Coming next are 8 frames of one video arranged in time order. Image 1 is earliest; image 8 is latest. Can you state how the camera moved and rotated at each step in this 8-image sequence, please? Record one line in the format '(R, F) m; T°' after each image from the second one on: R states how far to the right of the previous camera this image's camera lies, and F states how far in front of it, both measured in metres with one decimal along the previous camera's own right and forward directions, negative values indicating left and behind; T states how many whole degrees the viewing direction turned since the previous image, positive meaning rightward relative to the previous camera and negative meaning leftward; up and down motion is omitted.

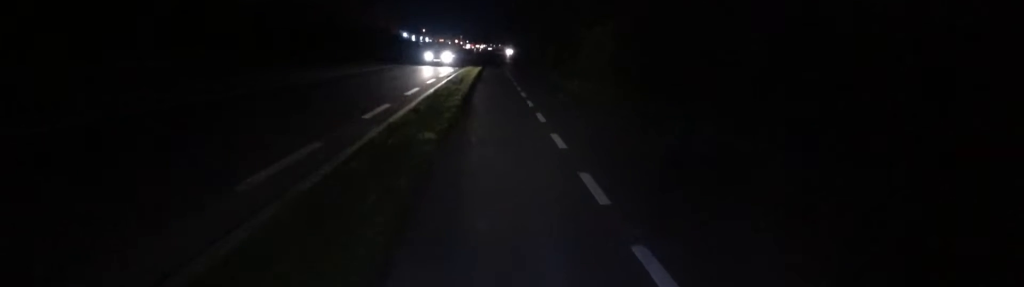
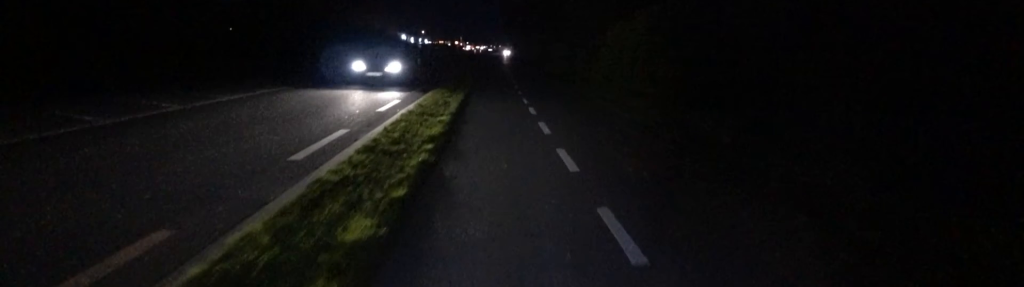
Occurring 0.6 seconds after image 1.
(+0.6, +2.6) m; 0°
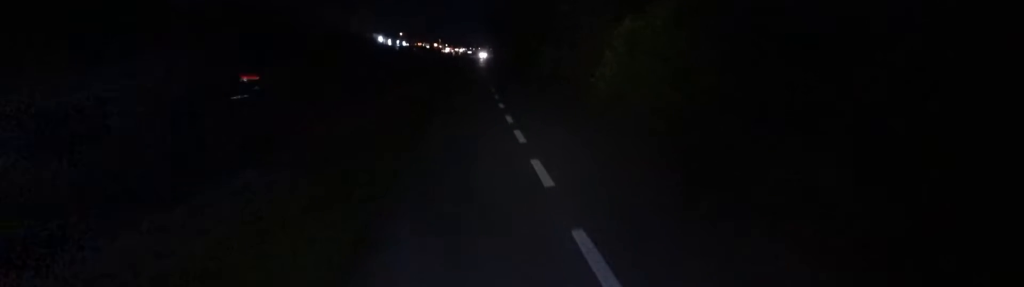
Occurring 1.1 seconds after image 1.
(+0.4, +2.1) m; 0°
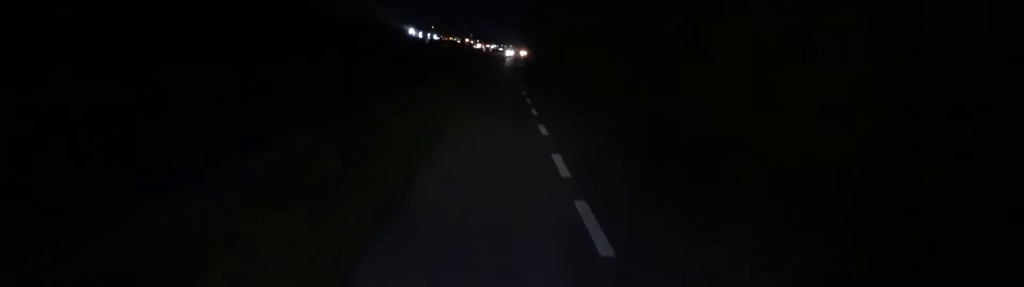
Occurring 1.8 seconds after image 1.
(-0.9, +3.1) m; +2°
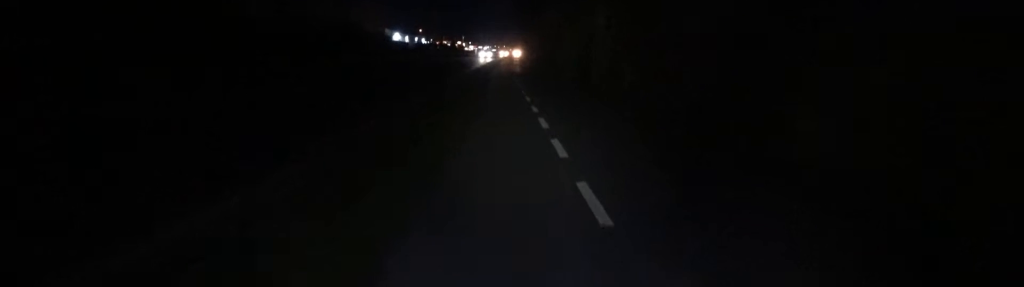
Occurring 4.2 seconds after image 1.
(+2.6, +10.5) m; +1°
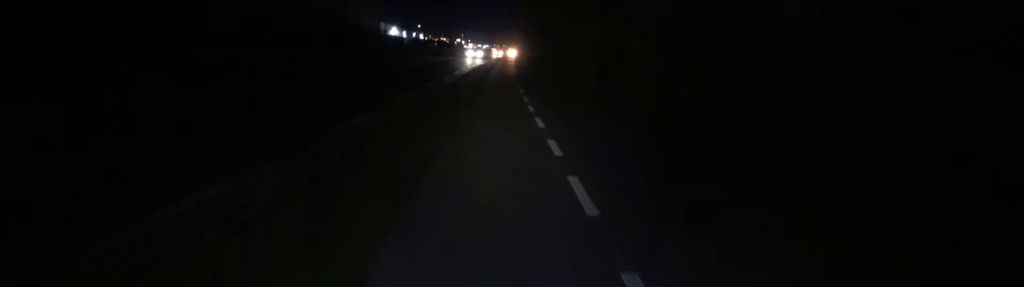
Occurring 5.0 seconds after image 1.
(-1.2, +3.5) m; -3°
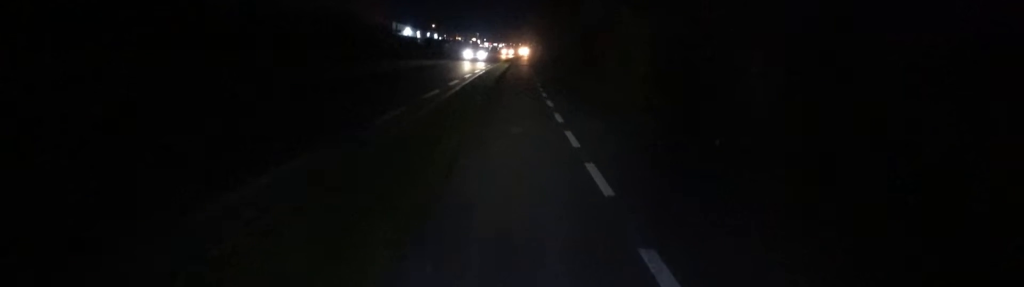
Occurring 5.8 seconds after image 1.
(+0.9, +3.2) m; +1°
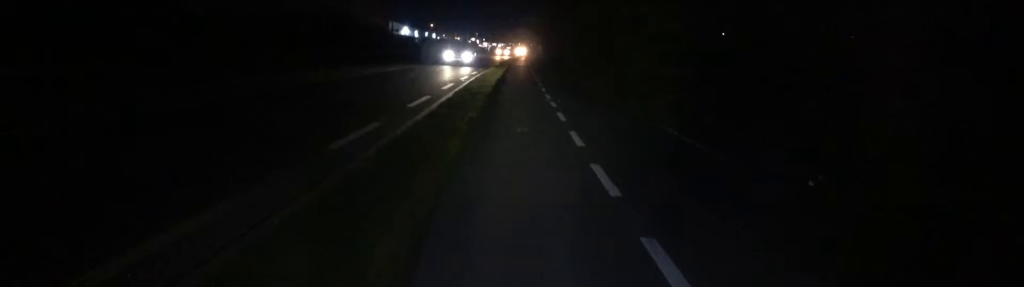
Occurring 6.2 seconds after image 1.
(+0.1, +1.8) m; +1°
